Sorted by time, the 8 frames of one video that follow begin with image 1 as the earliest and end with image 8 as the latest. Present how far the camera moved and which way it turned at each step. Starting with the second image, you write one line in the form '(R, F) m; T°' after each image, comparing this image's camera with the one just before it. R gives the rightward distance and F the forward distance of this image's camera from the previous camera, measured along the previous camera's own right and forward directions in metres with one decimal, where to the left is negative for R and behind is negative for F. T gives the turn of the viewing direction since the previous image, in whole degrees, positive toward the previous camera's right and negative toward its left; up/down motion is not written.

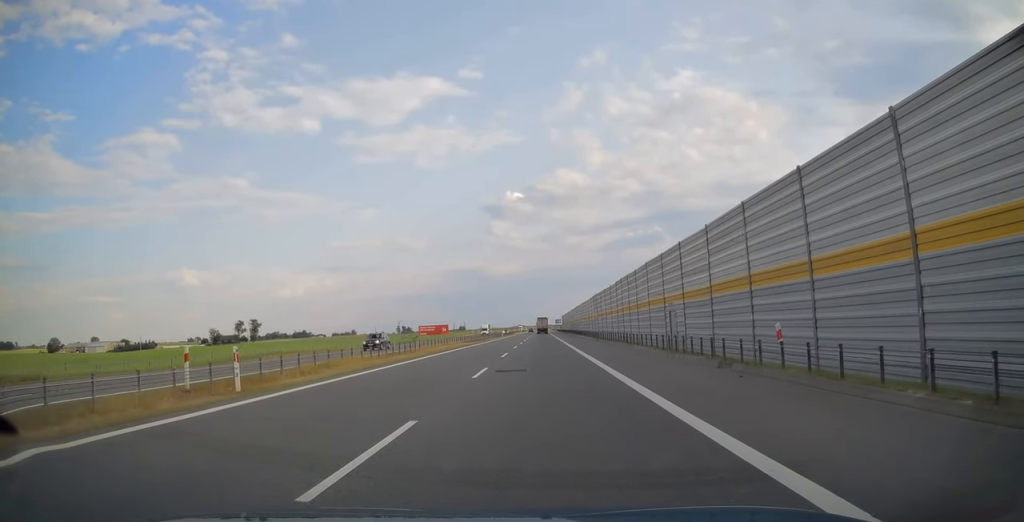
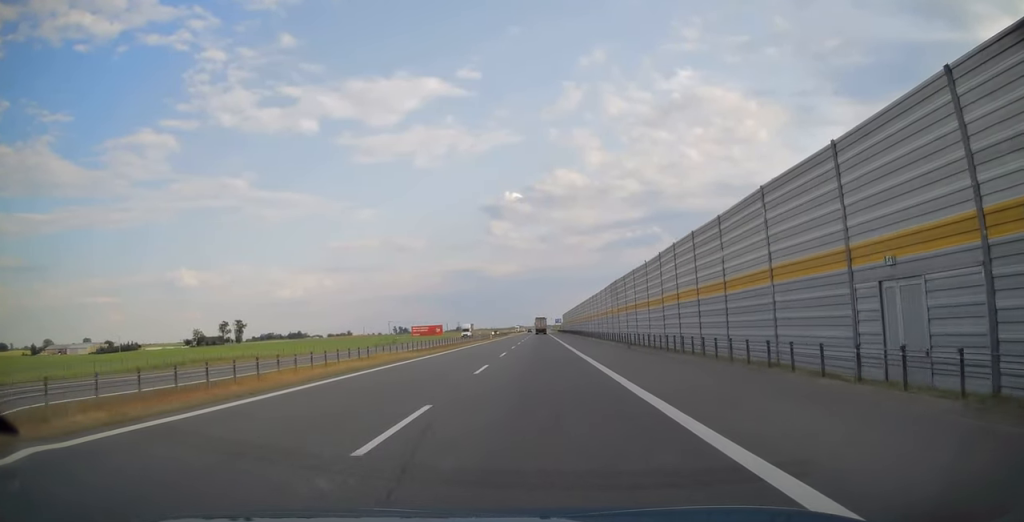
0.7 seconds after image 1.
(0.0, +22.4) m; 0°
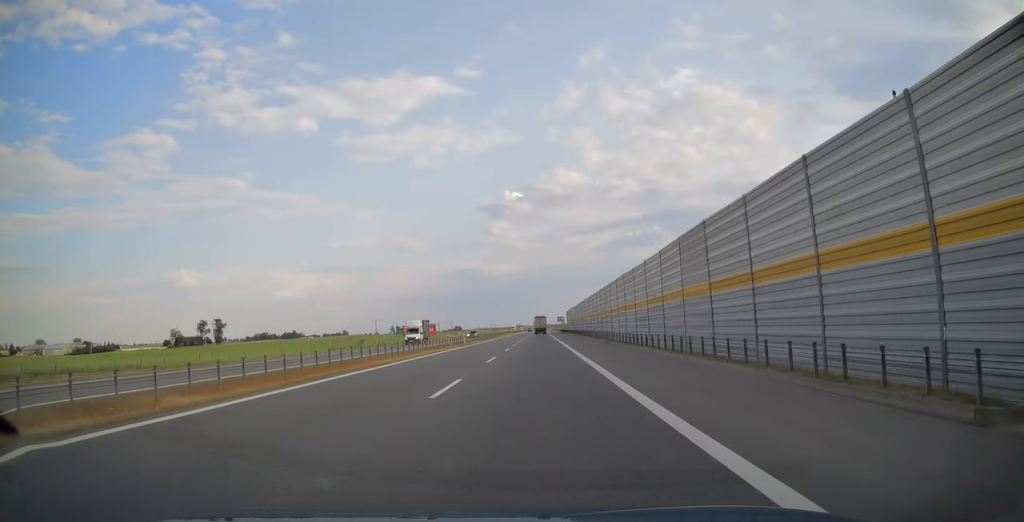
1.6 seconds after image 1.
(0.0, +30.6) m; 0°
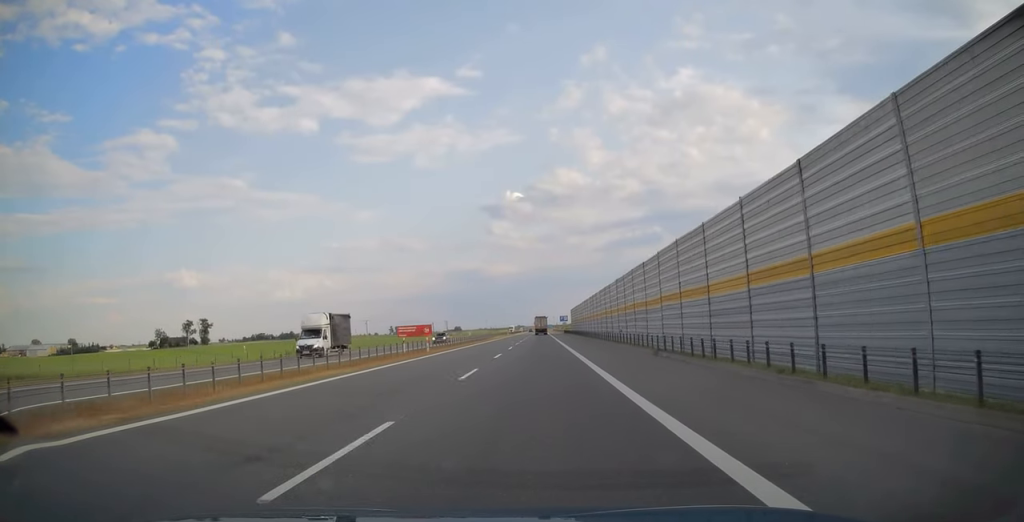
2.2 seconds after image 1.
(+0.1, +19.7) m; 0°
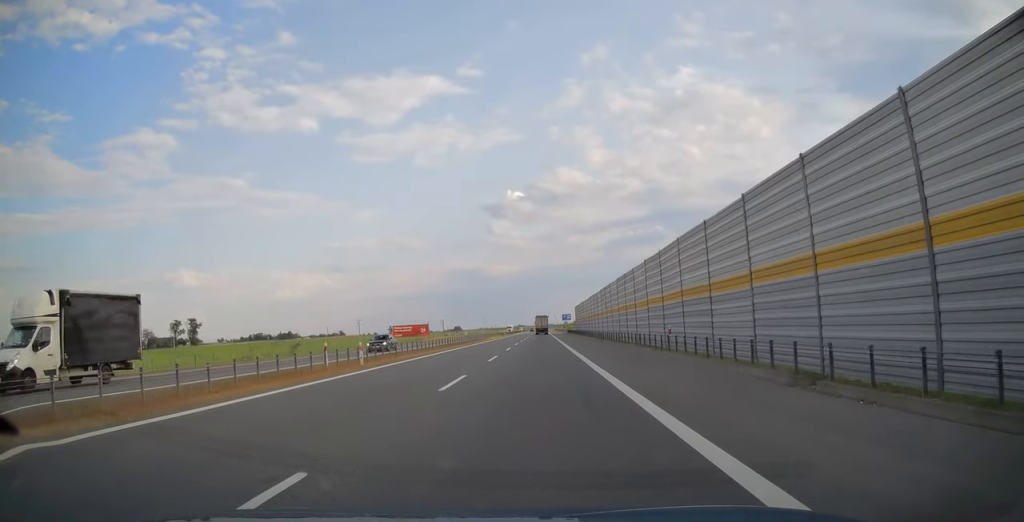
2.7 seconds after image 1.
(0.0, +15.3) m; 0°
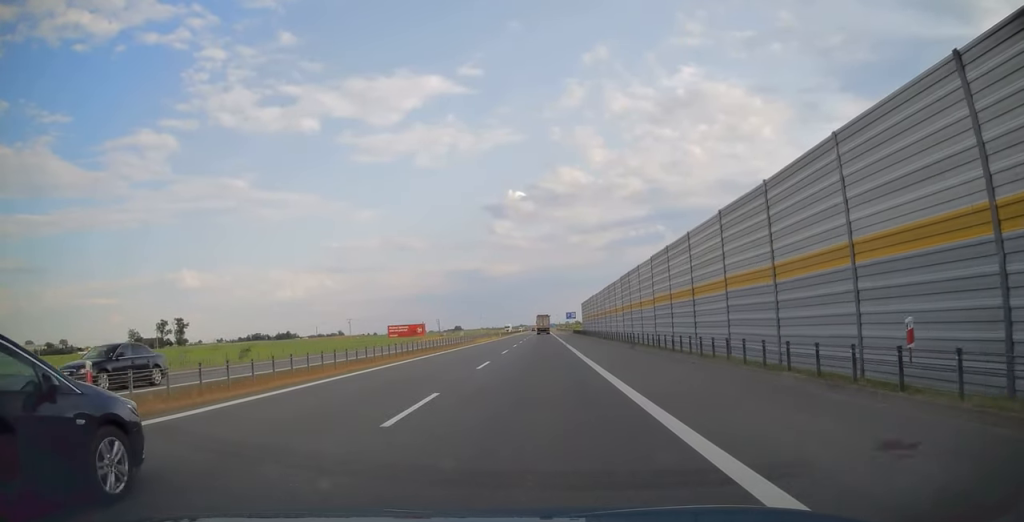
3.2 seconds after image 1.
(-0.1, +16.9) m; 0°
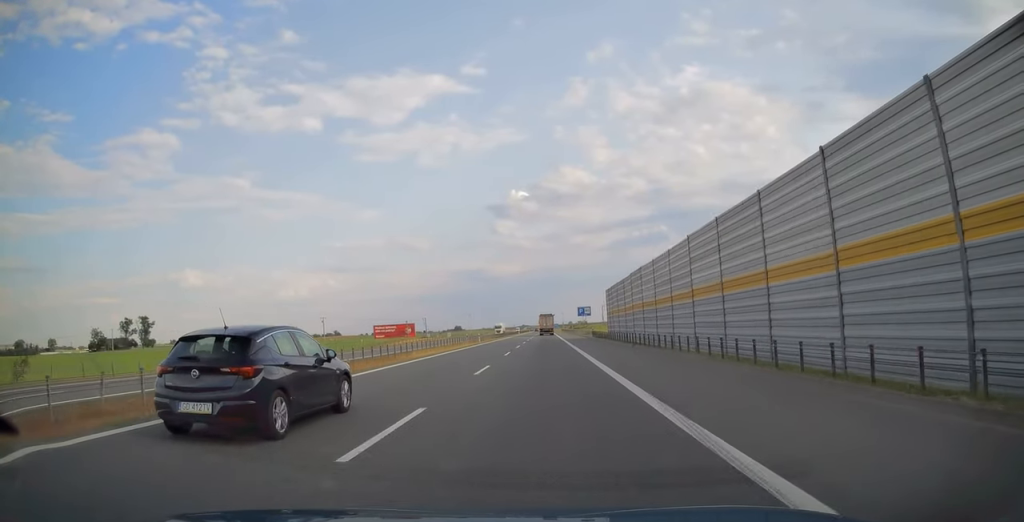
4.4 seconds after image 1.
(0.0, +38.9) m; 0°
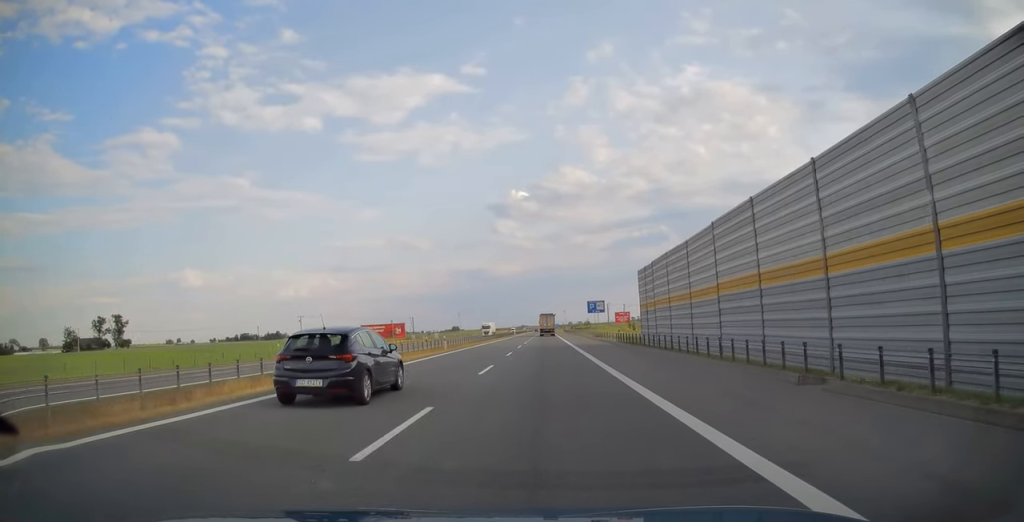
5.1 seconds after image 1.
(-0.1, +24.1) m; 0°
